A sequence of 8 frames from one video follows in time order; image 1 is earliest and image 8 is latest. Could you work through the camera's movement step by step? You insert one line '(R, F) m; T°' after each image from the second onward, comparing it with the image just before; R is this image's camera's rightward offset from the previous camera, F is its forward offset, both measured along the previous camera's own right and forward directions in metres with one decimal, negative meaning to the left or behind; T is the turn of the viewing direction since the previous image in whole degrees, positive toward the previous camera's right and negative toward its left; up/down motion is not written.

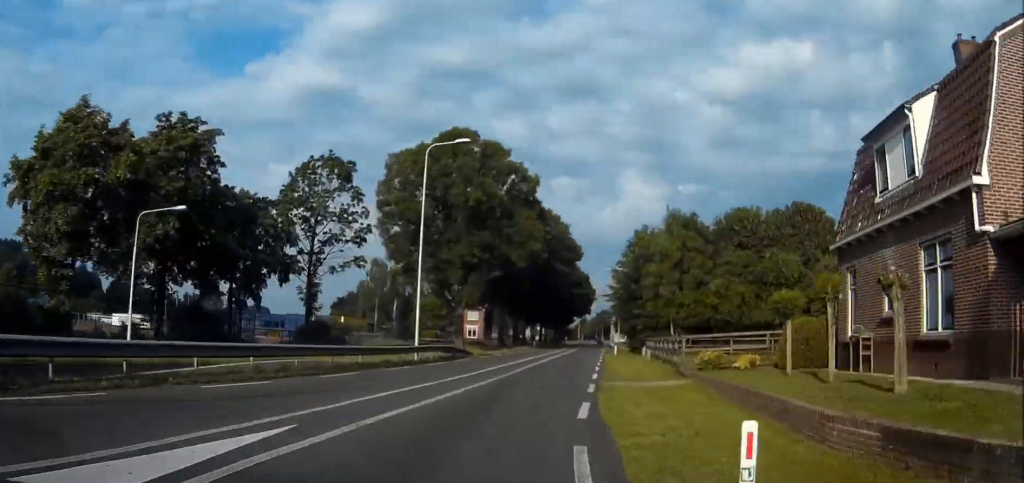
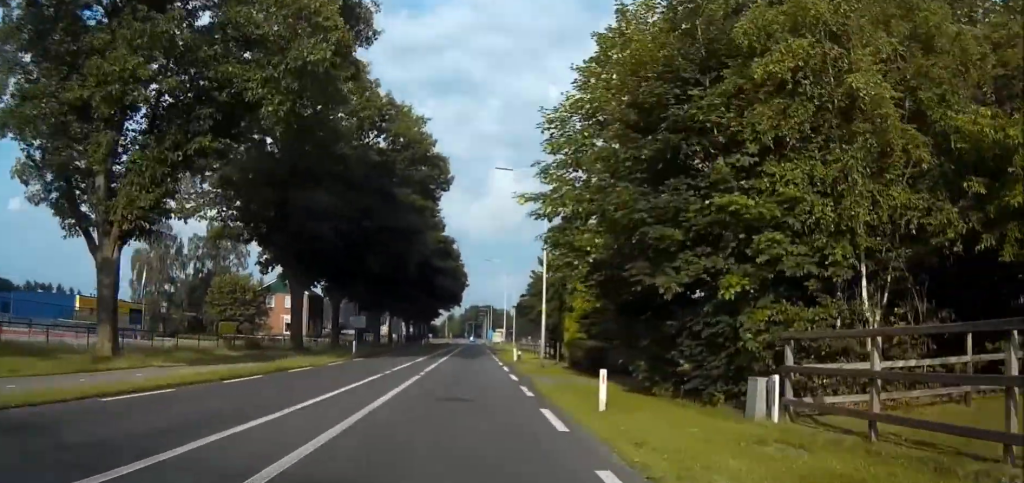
(+2.6, +44.9) m; +3°
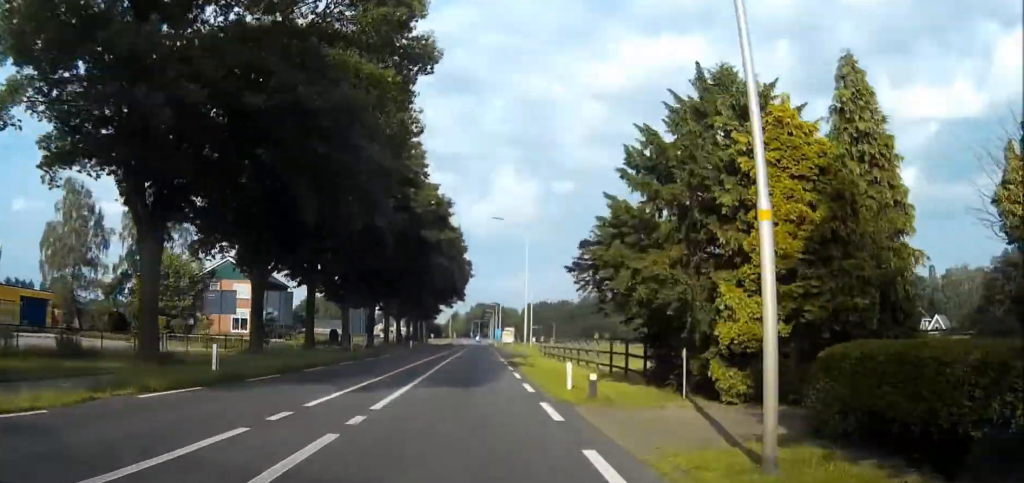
(0.0, +22.8) m; 0°
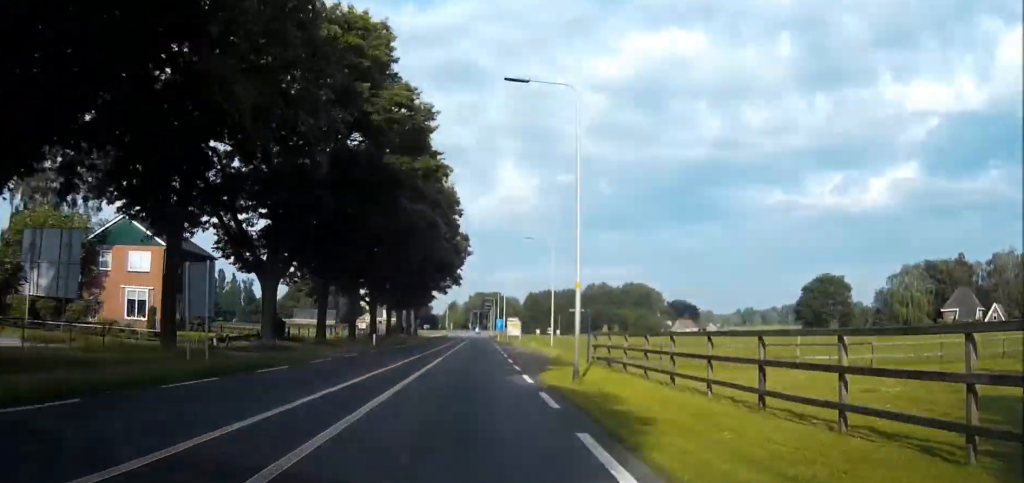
(0.0, +22.1) m; 0°
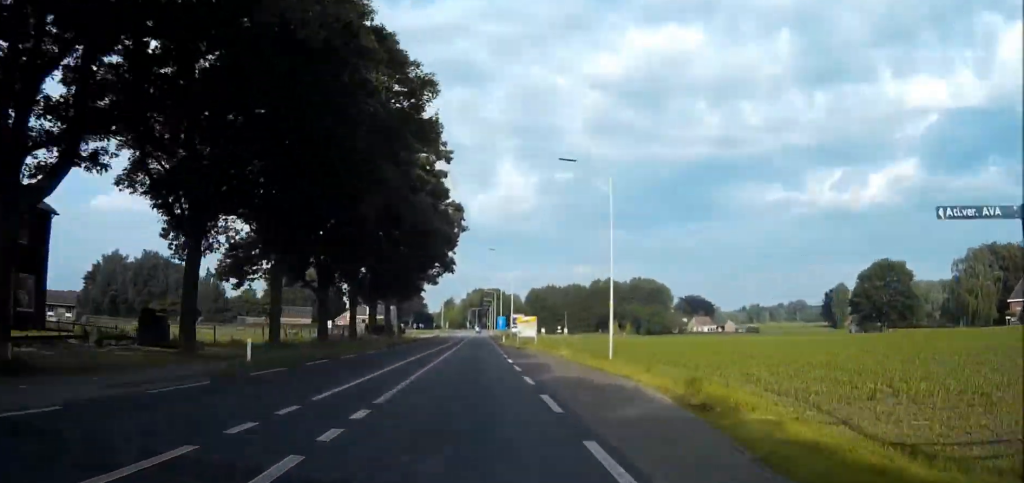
(+0.2, +24.3) m; 0°
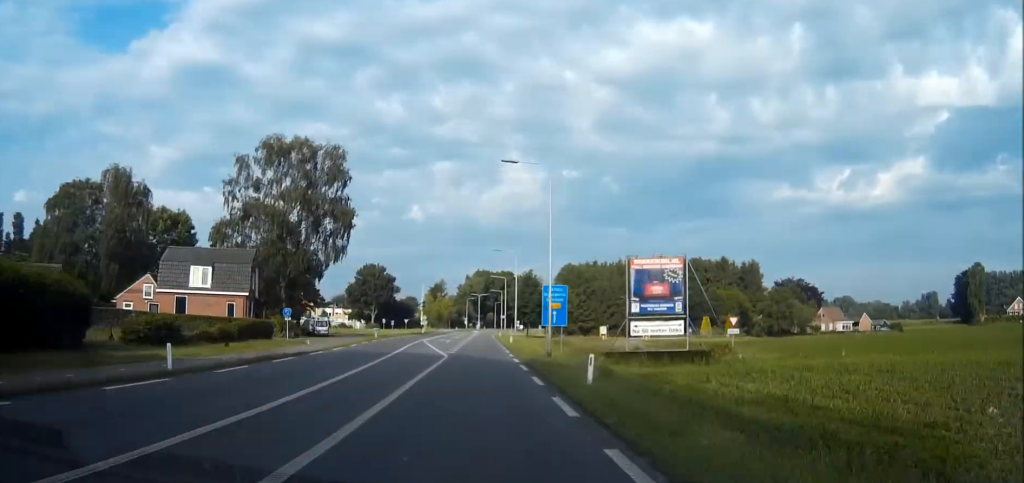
(-0.8, +103.2) m; -1°
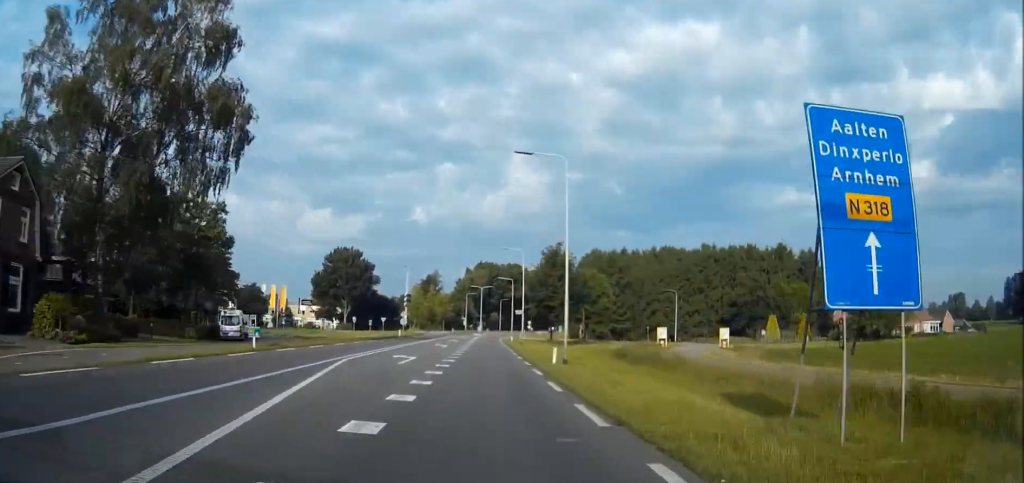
(-0.1, +36.8) m; 0°
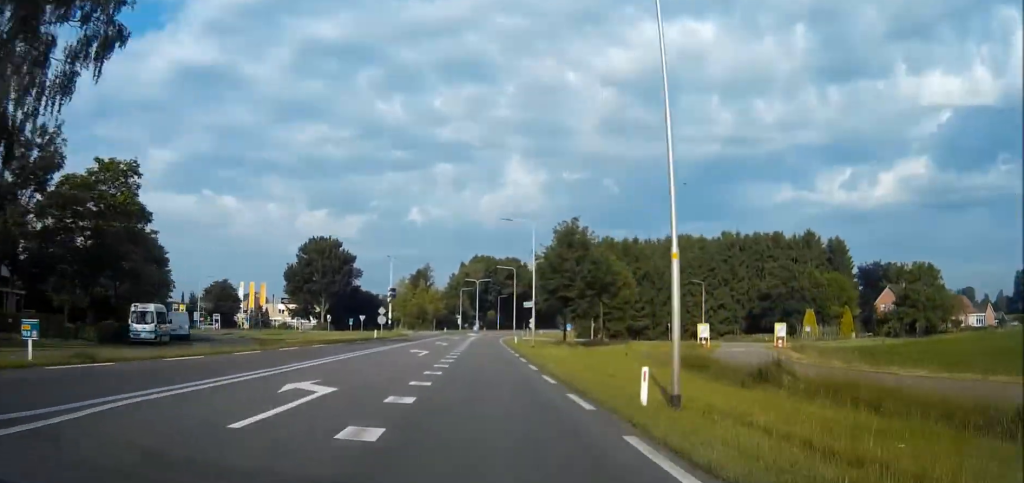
(0.0, +16.3) m; +1°
